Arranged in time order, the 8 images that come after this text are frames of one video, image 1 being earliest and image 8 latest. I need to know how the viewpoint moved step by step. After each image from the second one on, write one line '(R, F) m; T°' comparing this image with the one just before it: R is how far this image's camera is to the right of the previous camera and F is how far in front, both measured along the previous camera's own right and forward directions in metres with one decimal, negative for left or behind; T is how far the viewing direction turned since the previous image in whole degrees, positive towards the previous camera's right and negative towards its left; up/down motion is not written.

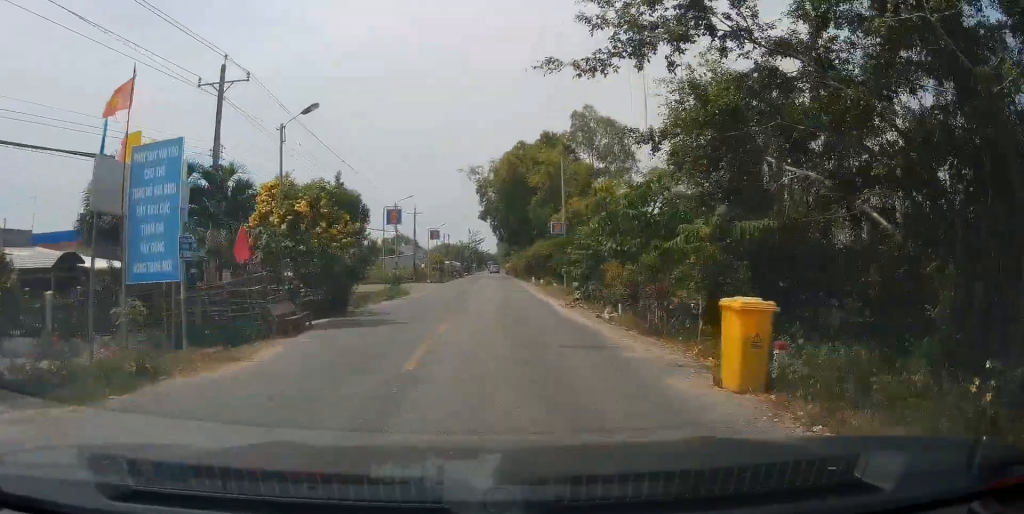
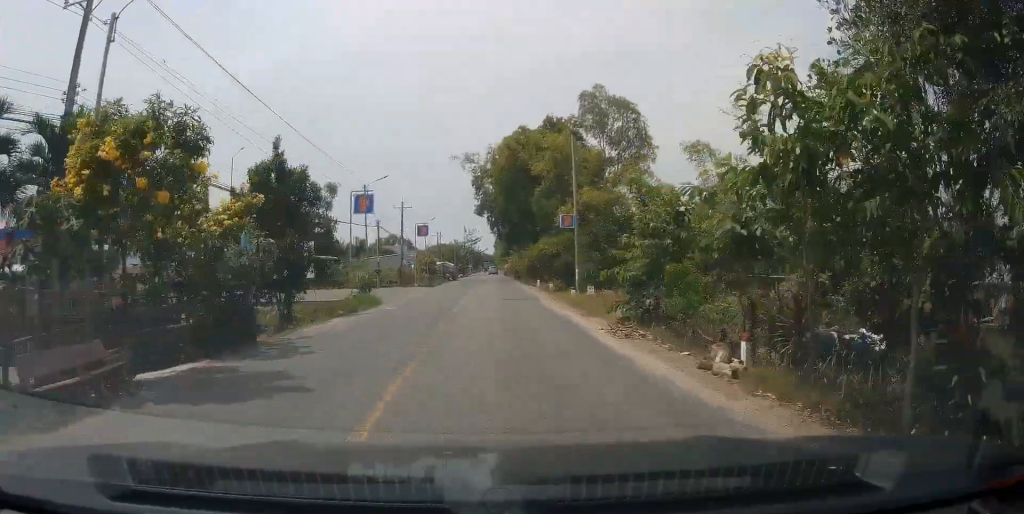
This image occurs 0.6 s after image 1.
(+0.1, +9.1) m; 0°
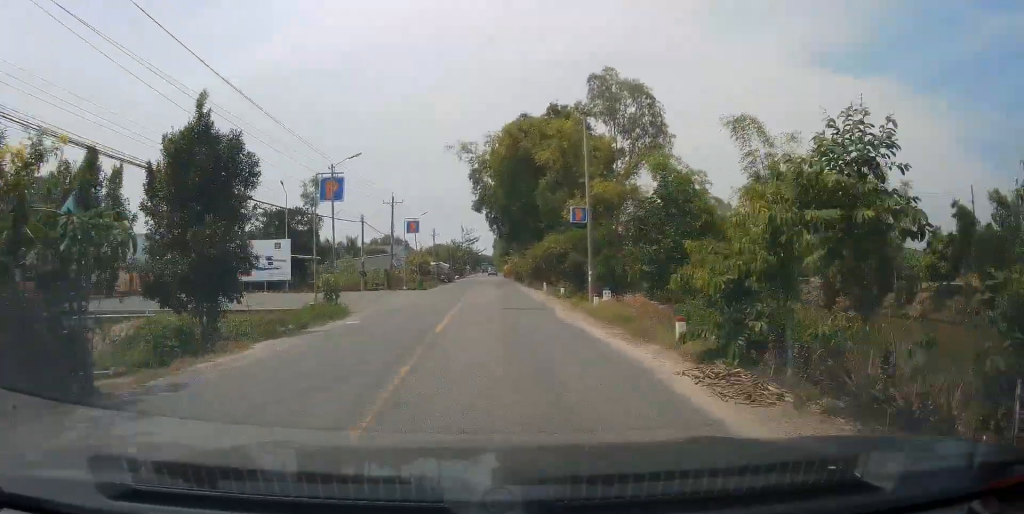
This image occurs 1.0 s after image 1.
(-0.2, +6.4) m; -1°
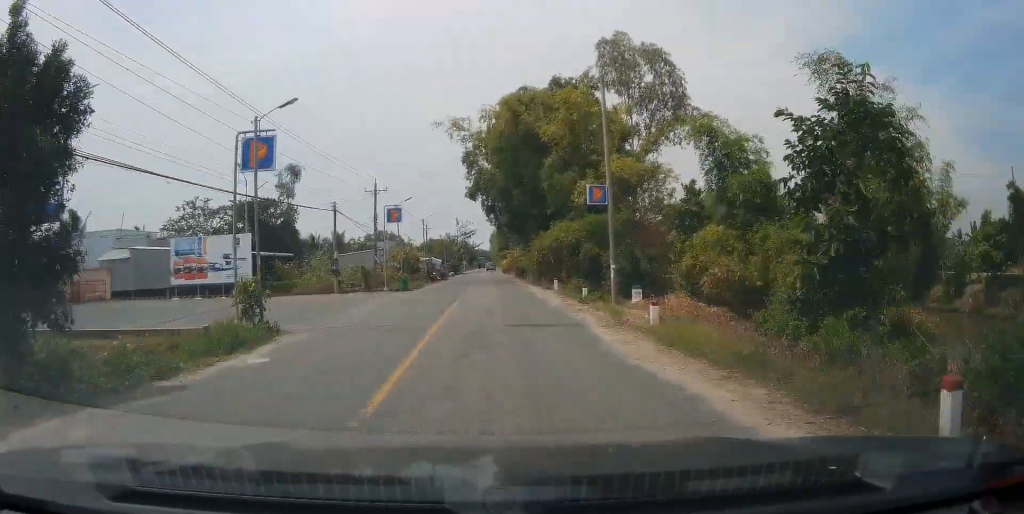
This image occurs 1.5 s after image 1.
(-0.1, +8.0) m; -1°
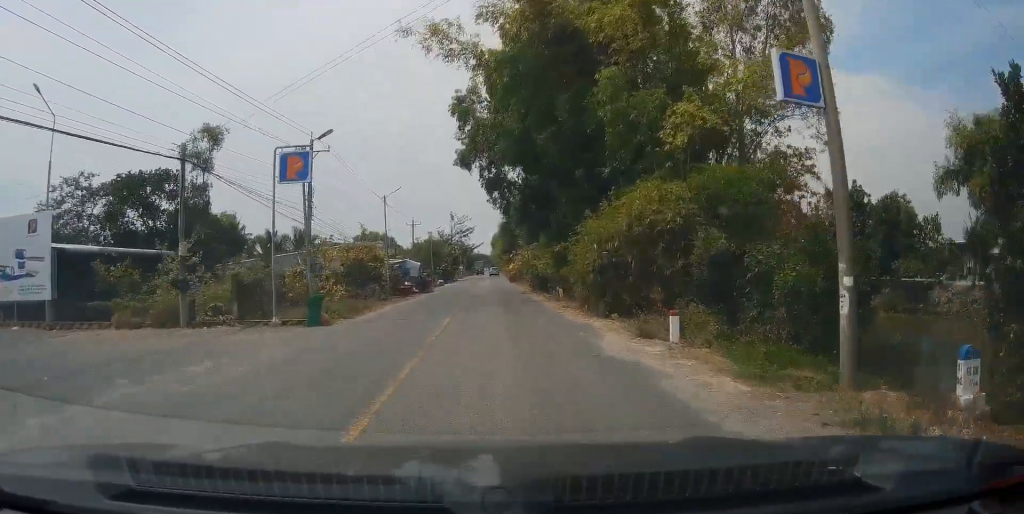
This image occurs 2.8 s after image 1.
(0.0, +21.7) m; 0°
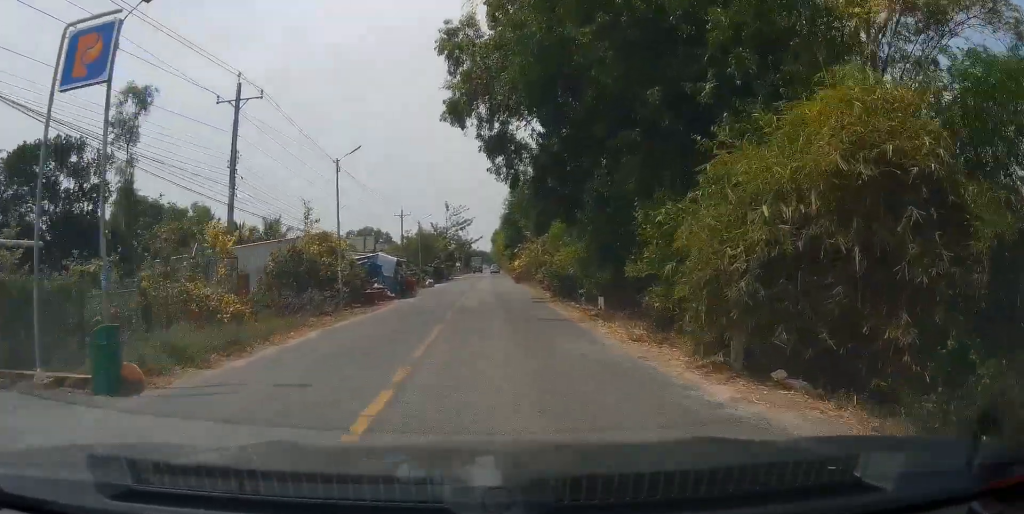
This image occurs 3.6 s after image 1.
(+0.1, +12.1) m; 0°
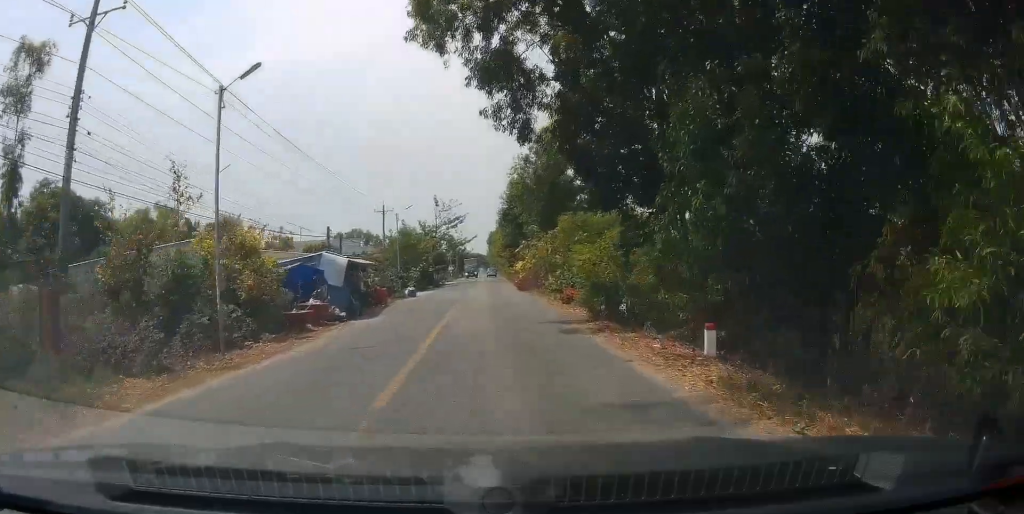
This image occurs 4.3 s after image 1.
(0.0, +11.2) m; 0°
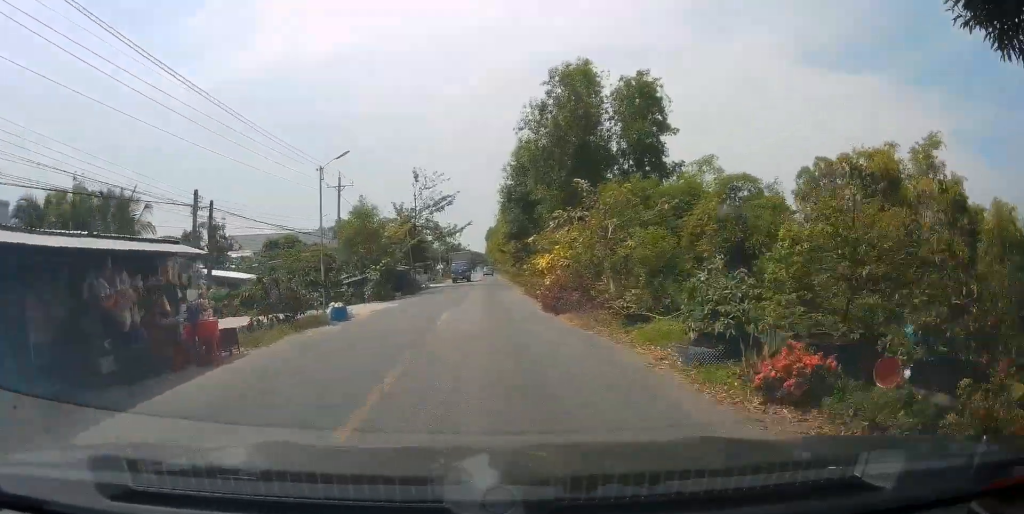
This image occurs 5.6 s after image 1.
(0.0, +20.2) m; 0°
